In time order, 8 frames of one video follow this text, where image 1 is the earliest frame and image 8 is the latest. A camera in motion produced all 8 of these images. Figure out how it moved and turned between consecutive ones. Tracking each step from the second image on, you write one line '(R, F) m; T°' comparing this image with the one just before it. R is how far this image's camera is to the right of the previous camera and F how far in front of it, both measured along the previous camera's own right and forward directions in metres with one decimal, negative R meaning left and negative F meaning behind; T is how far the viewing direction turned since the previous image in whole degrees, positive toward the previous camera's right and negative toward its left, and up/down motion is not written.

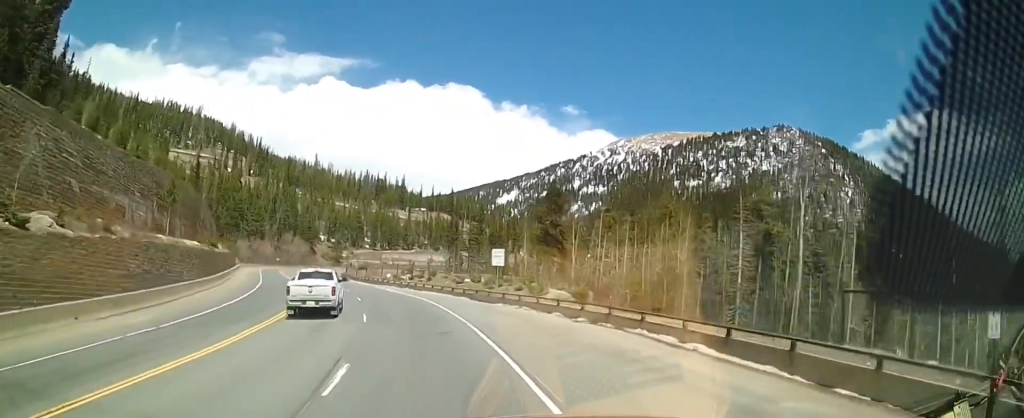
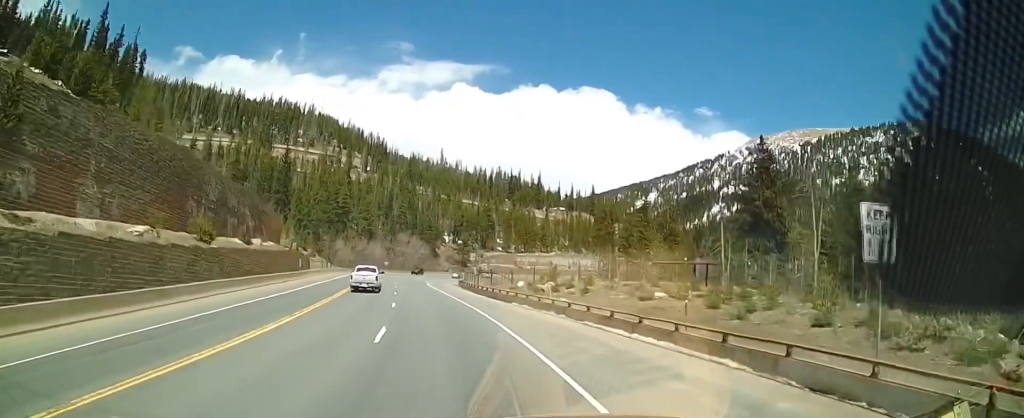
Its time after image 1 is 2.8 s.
(-4.7, +30.0) m; -16°
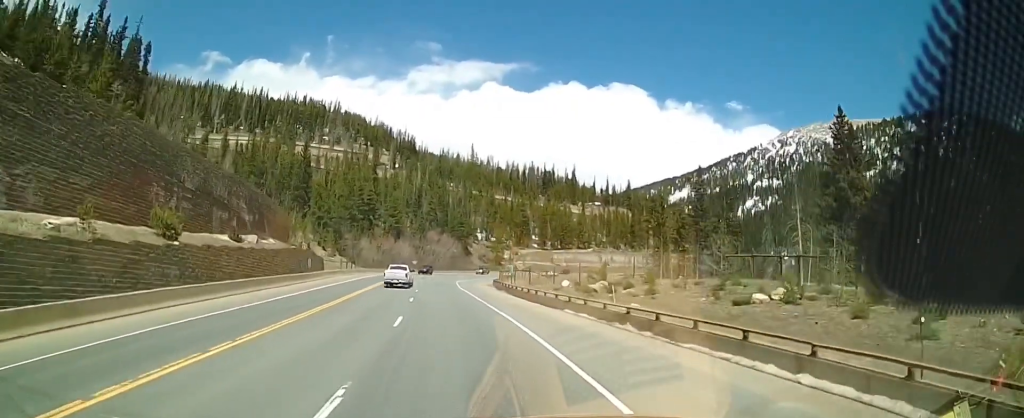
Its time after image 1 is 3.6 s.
(-0.4, +9.5) m; -3°
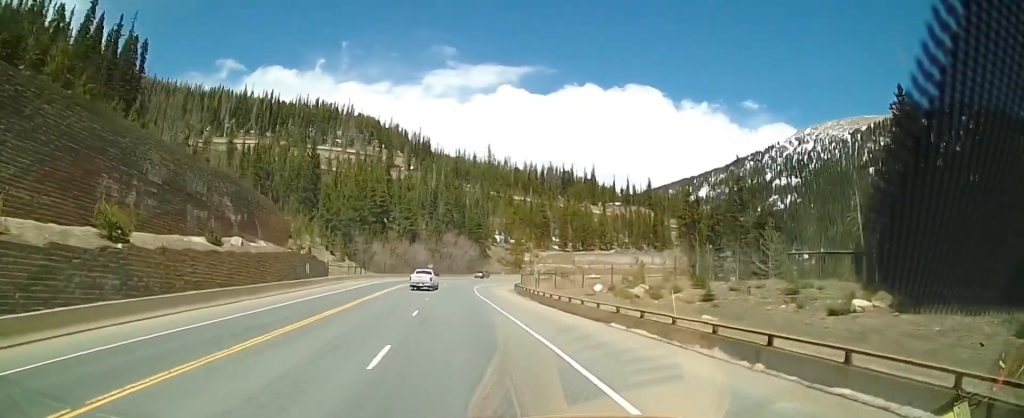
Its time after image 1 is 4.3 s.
(-0.1, +7.0) m; -1°
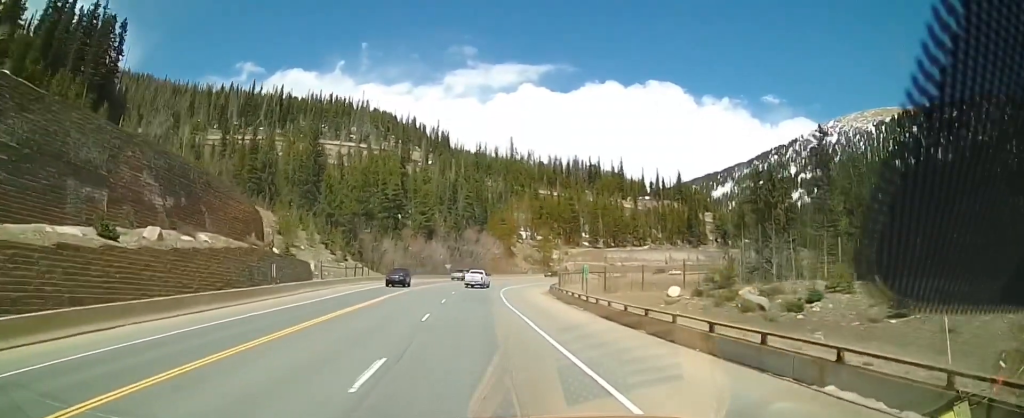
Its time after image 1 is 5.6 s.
(-0.1, +14.7) m; -1°
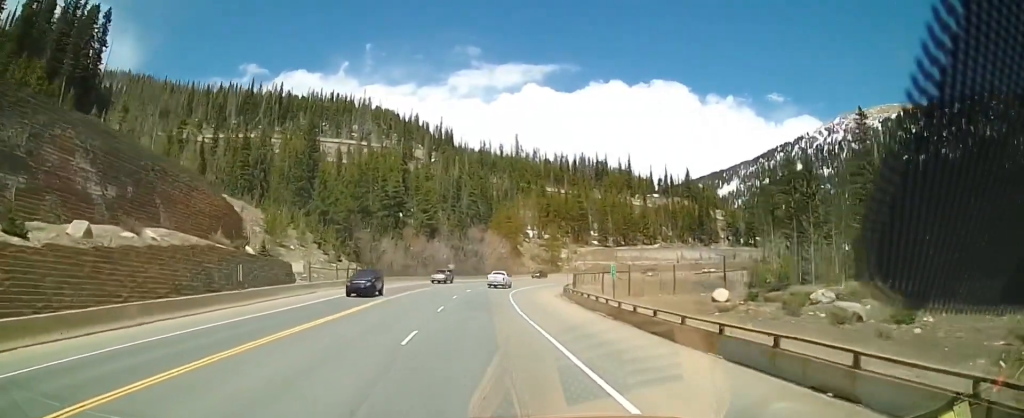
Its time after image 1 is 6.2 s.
(-0.1, +6.7) m; 0°
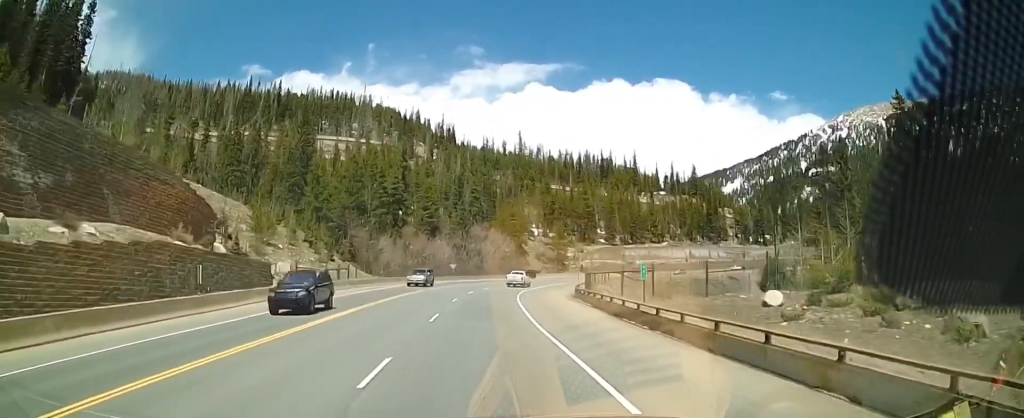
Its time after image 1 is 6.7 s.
(-0.1, +5.6) m; 0°
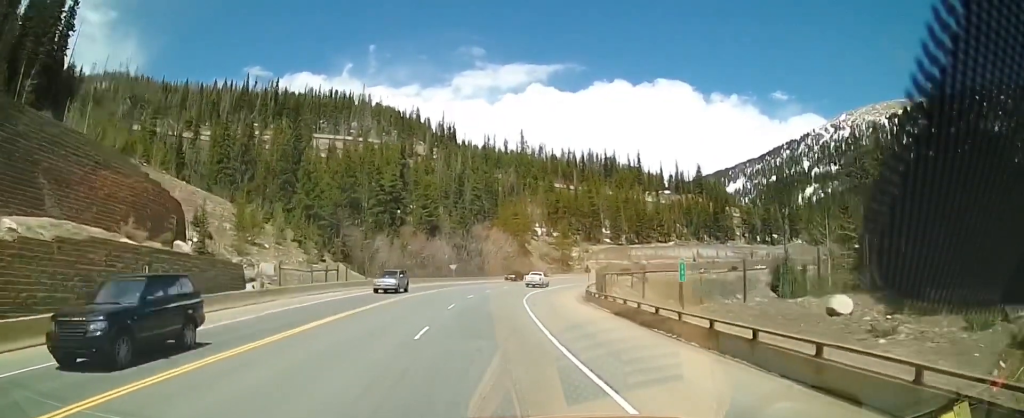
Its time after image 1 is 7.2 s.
(0.0, +5.3) m; 0°
